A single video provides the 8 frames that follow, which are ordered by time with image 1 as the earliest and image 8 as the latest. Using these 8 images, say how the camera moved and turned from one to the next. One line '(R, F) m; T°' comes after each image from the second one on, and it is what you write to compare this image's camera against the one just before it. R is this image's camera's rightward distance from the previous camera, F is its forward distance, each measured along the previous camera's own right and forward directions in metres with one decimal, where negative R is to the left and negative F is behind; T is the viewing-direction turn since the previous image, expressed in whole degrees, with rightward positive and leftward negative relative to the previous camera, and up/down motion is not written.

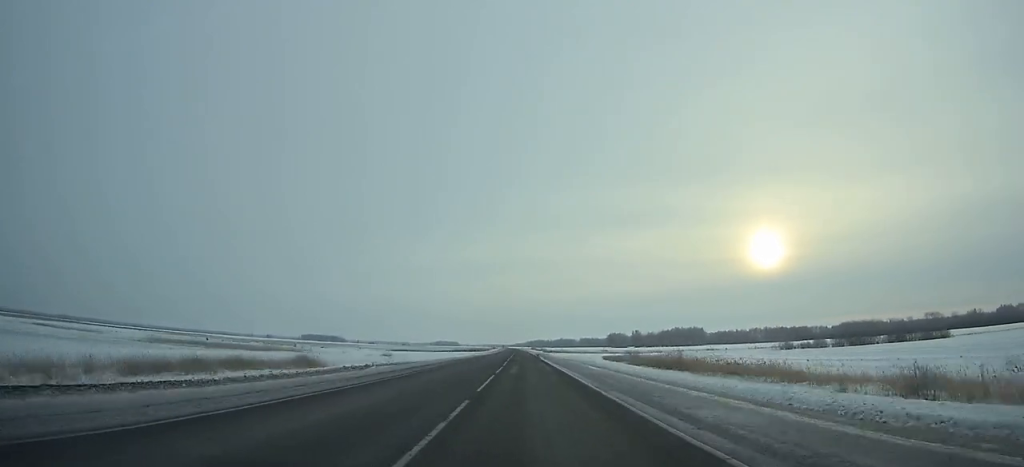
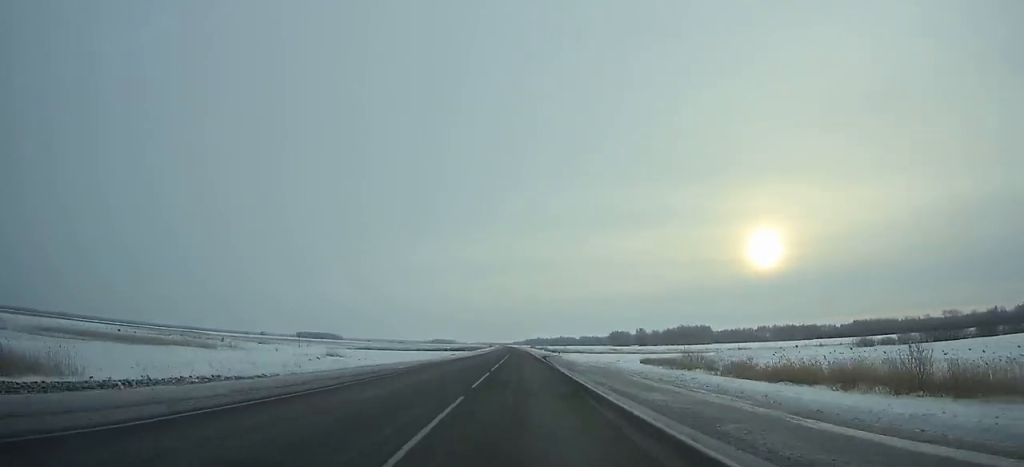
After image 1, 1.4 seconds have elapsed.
(-0.1, +35.5) m; 0°
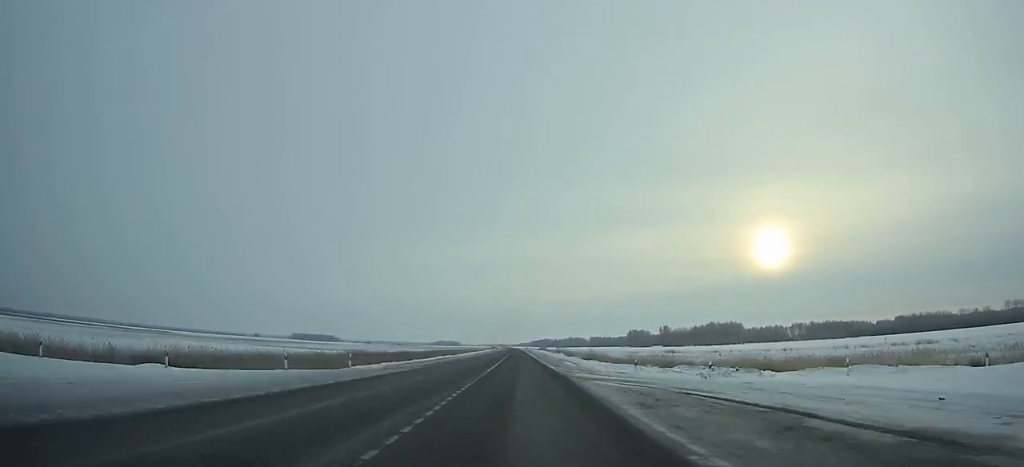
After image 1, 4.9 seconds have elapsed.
(-0.4, +89.1) m; 0°
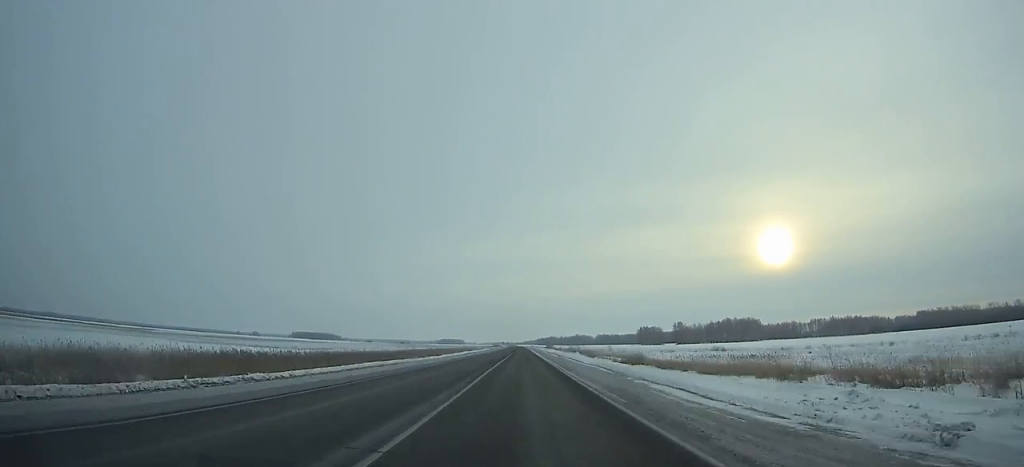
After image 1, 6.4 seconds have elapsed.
(-0.1, +38.3) m; 0°
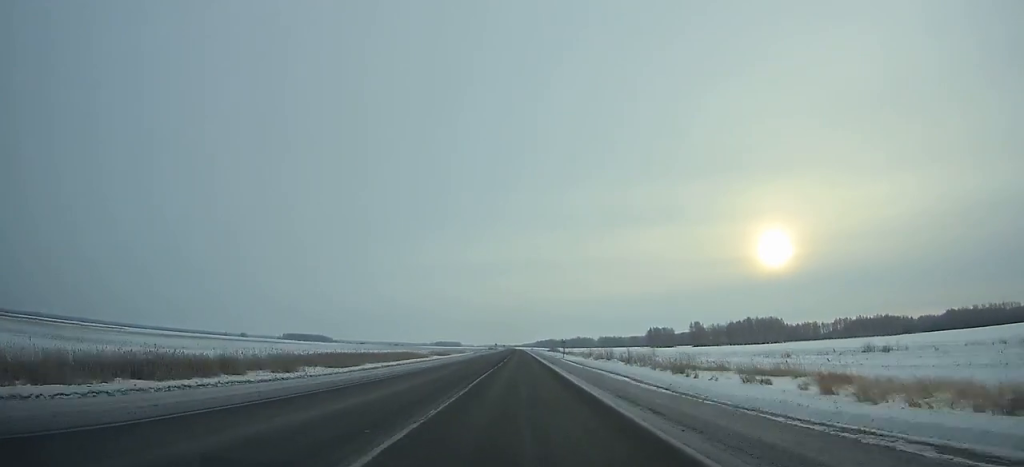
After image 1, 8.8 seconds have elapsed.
(+0.1, +61.3) m; 0°
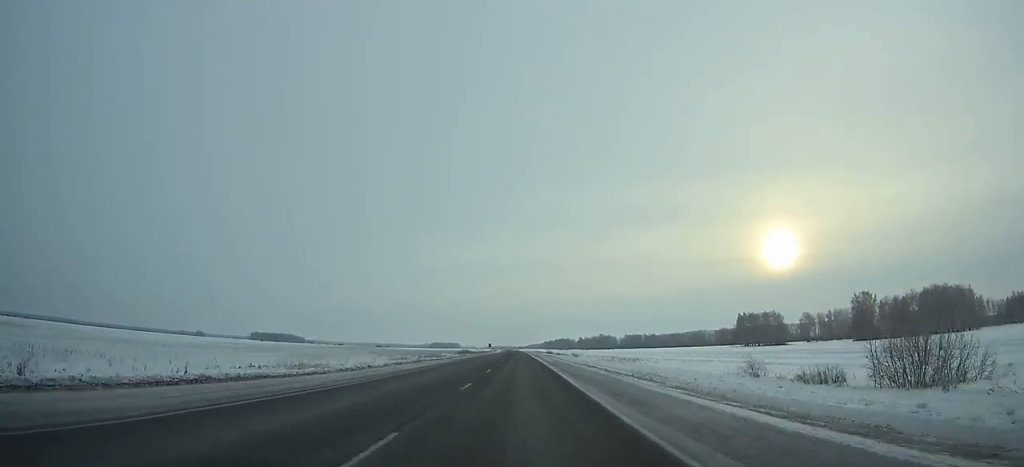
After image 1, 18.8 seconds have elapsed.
(-1.9, +256.0) m; -1°
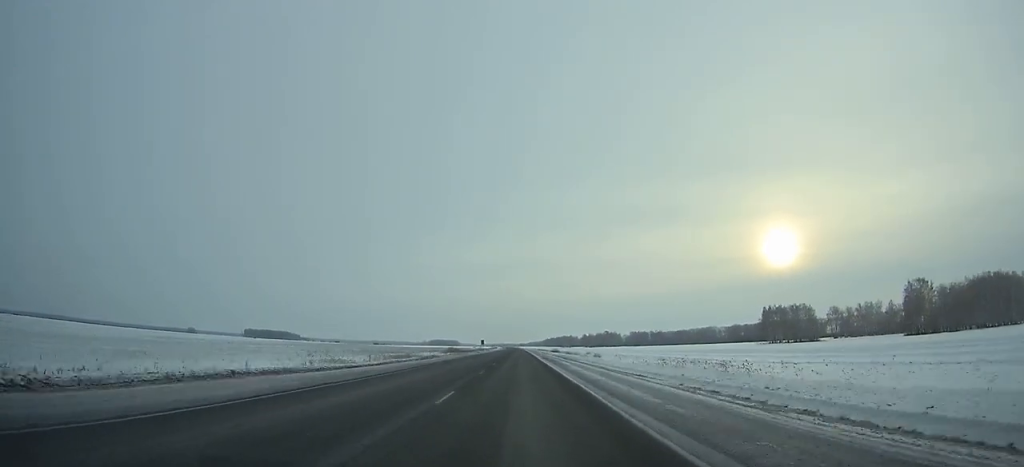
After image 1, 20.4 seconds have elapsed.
(-0.2, +40.8) m; 0°
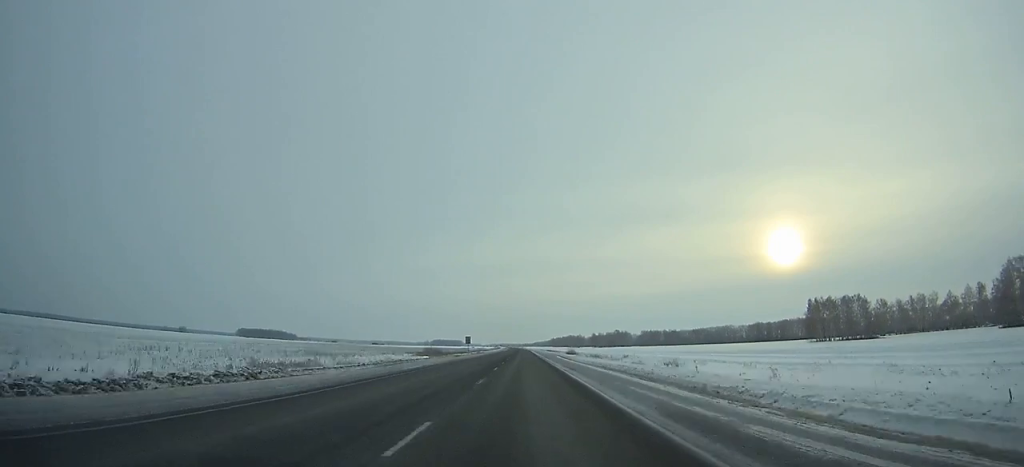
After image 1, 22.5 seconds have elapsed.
(-0.1, +53.5) m; 0°
